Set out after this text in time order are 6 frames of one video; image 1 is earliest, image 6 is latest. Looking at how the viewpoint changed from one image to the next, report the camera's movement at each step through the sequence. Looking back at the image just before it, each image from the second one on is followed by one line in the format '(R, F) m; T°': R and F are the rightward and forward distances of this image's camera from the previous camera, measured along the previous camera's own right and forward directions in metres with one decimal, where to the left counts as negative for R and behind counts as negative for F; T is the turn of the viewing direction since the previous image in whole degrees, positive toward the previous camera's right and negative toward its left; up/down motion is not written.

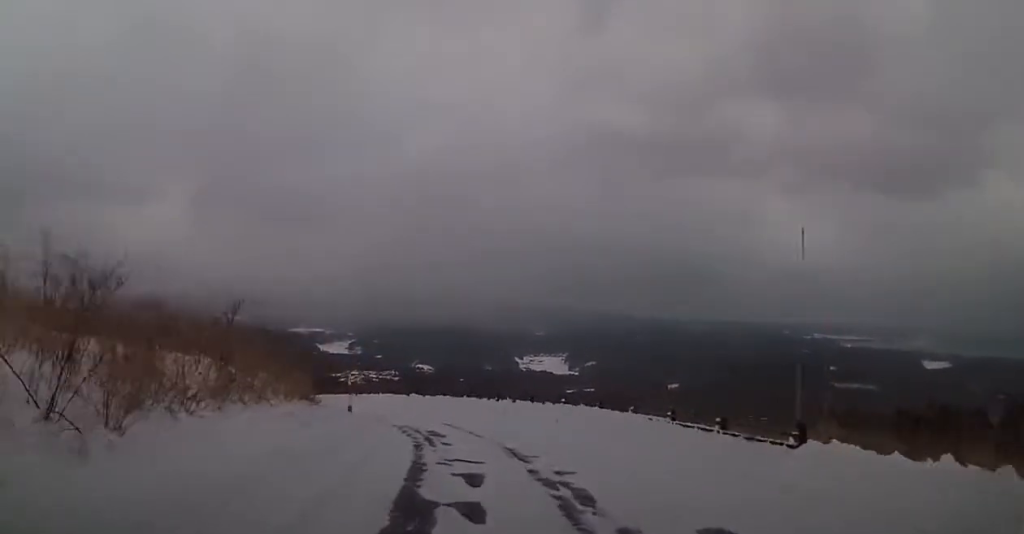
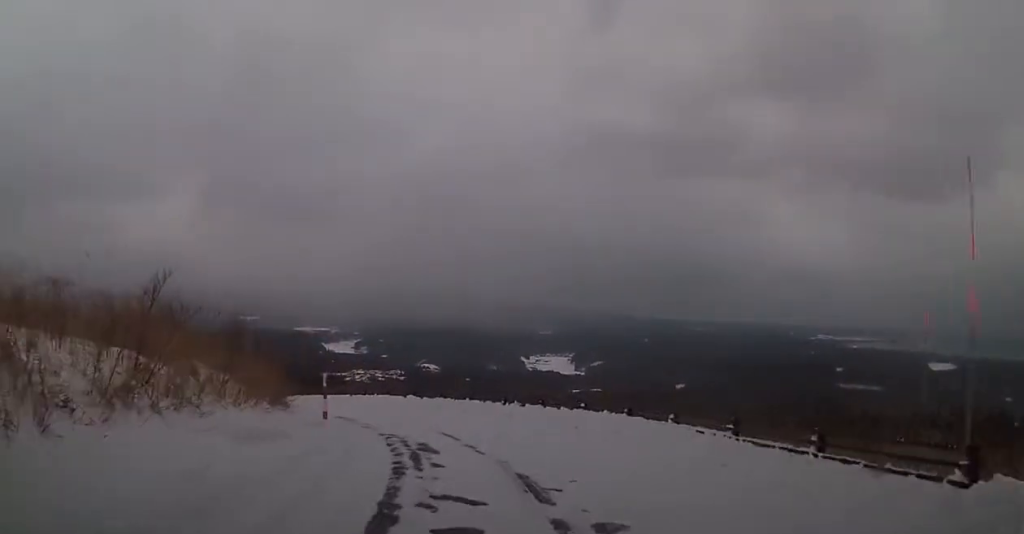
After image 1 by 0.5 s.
(+0.1, +3.9) m; -1°
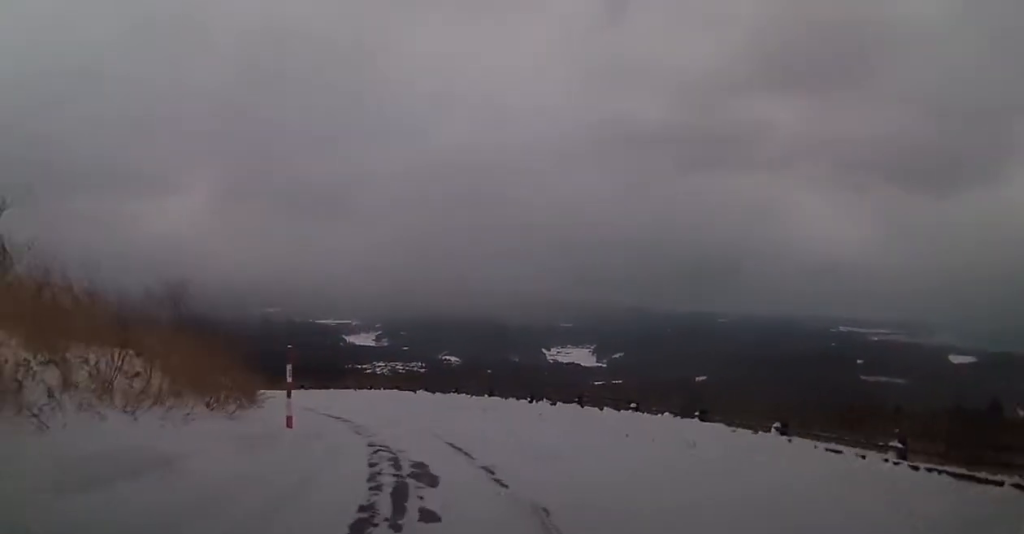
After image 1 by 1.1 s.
(-0.3, +4.7) m; -1°
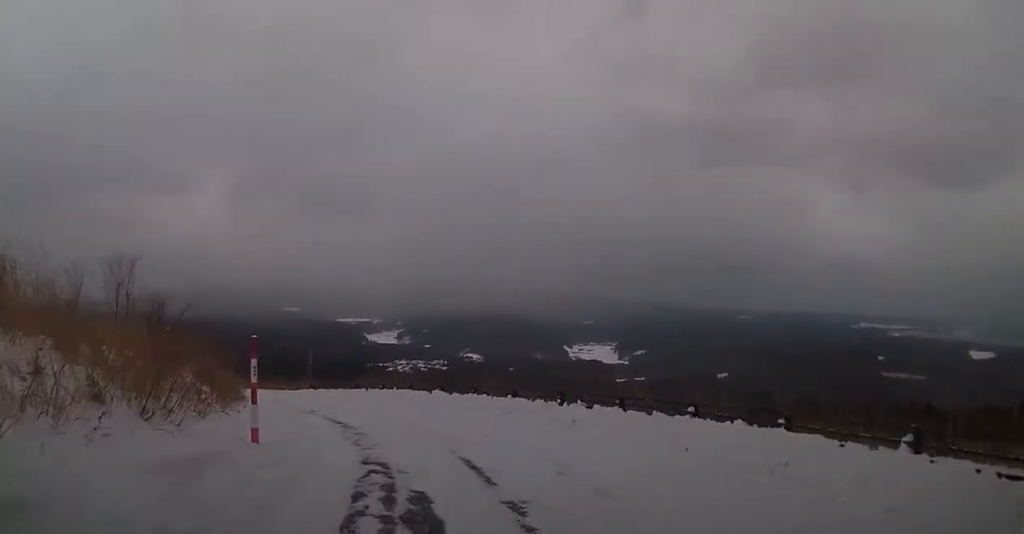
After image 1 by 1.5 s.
(-0.1, +3.1) m; -1°
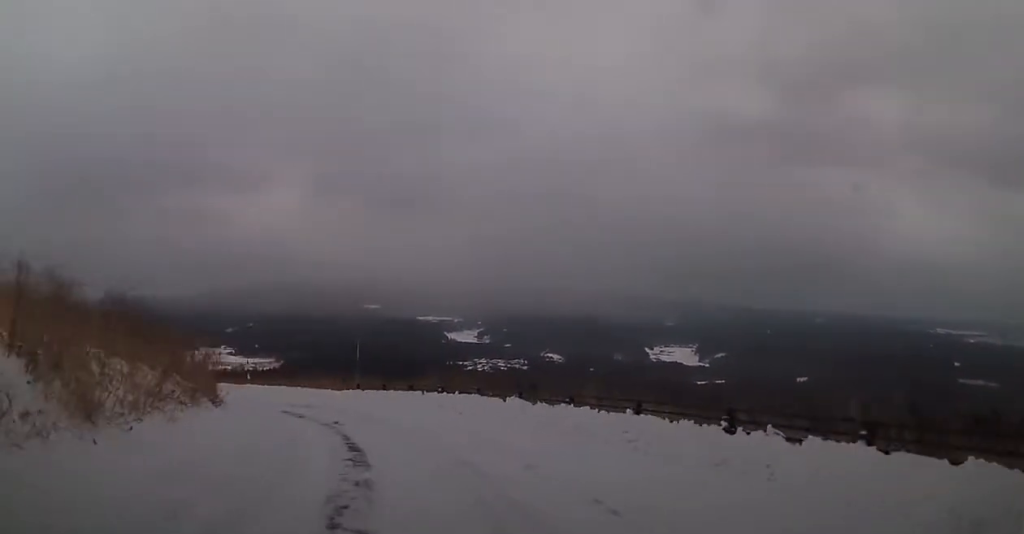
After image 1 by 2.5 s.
(+0.1, +7.7) m; -3°
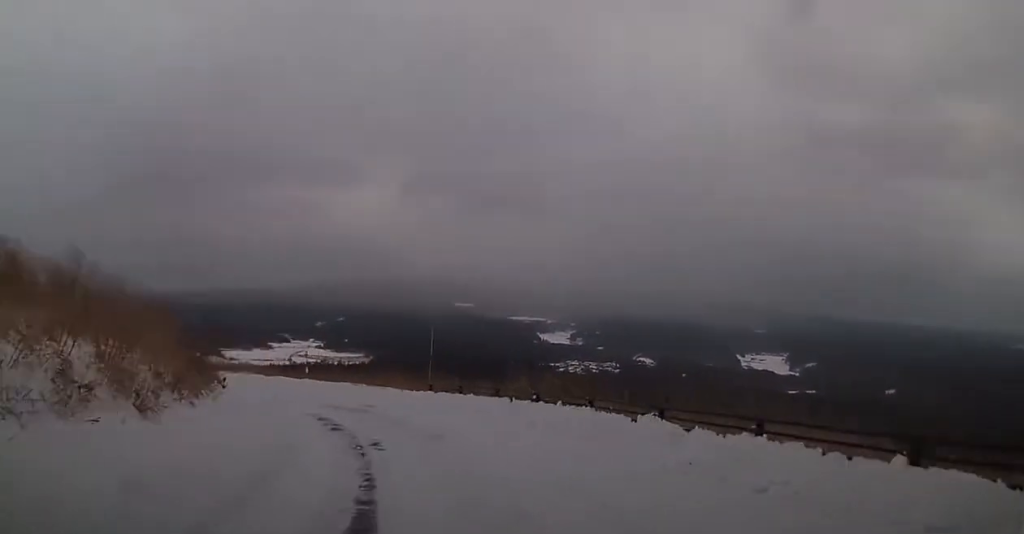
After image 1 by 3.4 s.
(-0.3, +6.4) m; -8°
